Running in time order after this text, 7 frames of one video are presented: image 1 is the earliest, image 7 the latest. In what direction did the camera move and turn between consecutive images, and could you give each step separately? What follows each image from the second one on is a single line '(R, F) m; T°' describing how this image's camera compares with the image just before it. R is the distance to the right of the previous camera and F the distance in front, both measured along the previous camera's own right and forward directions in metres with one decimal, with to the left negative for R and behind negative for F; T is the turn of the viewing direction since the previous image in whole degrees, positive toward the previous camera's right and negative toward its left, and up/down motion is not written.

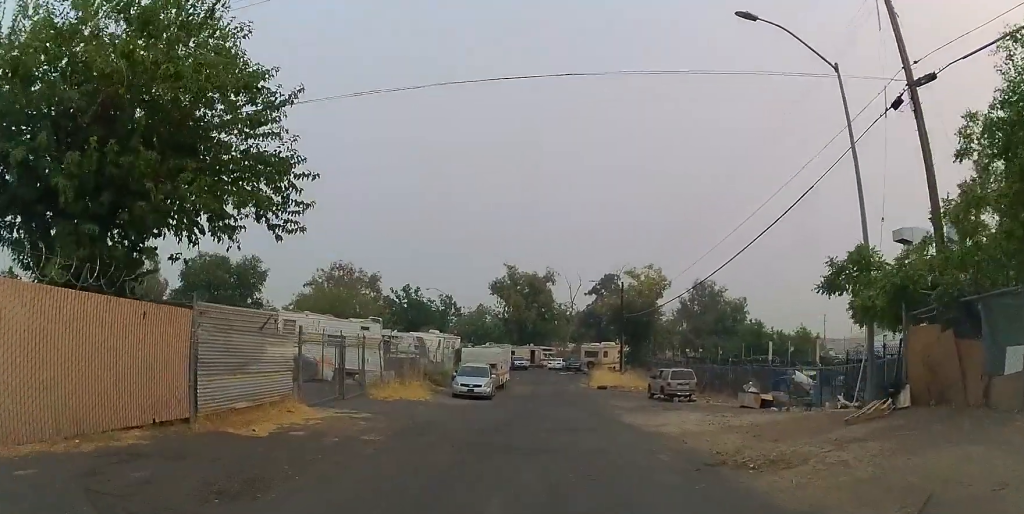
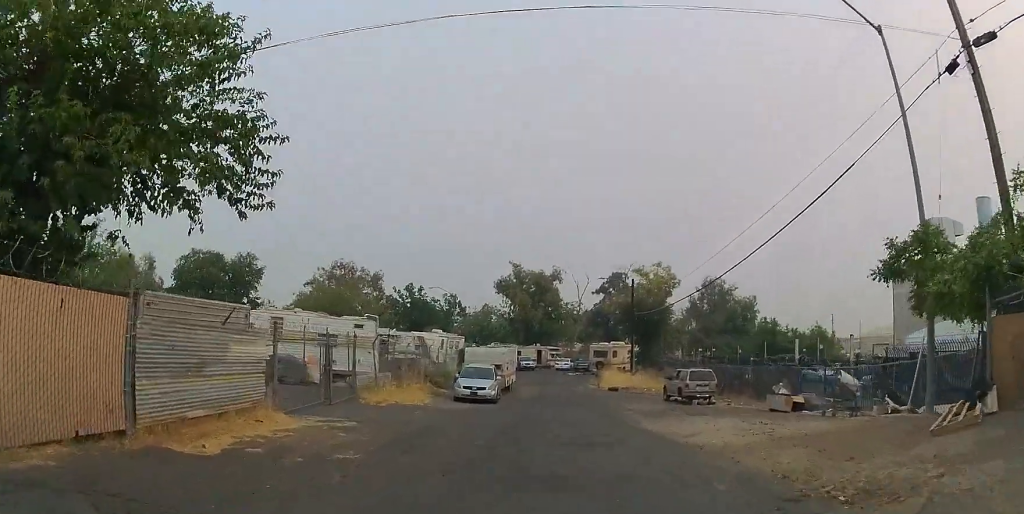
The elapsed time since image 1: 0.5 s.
(0.0, +2.2) m; 0°
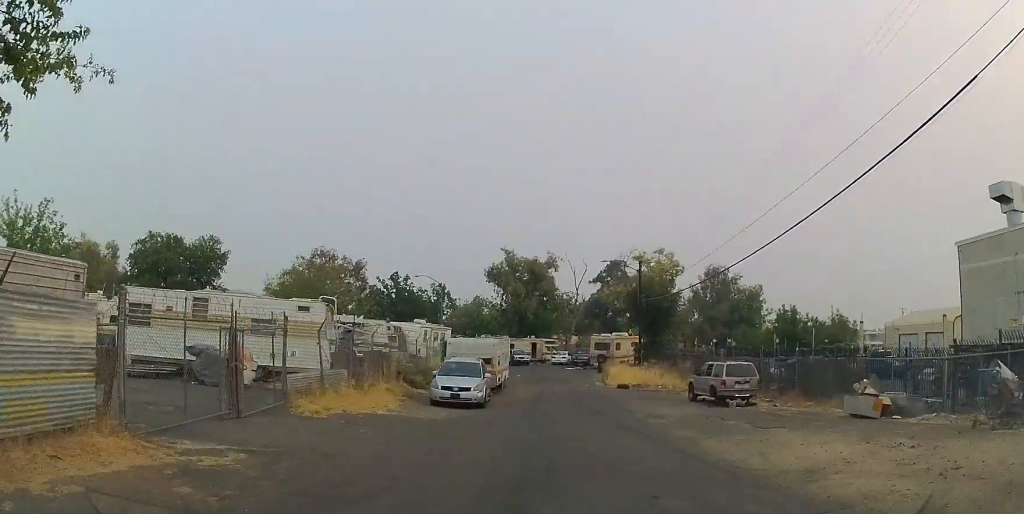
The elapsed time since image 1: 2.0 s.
(0.0, +5.9) m; 0°
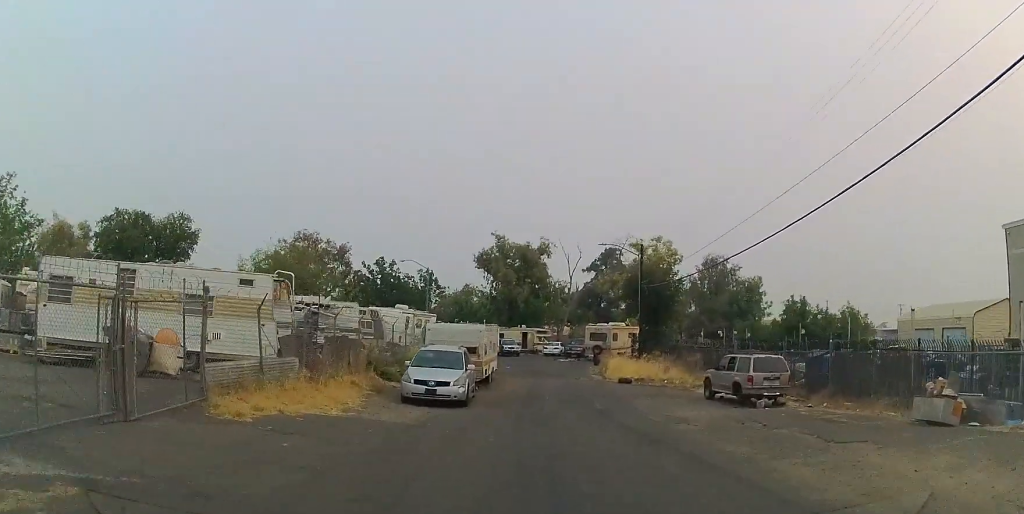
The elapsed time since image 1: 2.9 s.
(0.0, +3.6) m; +1°
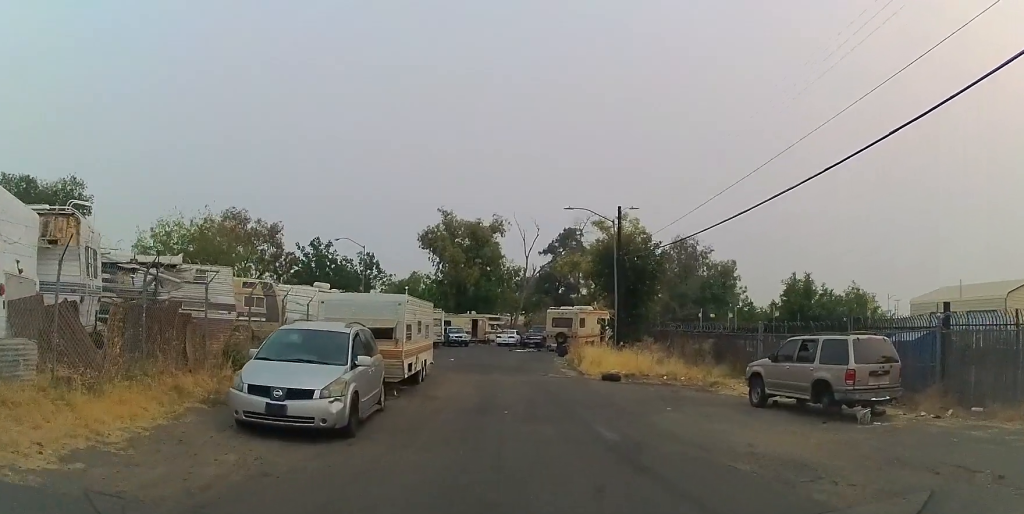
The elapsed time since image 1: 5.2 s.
(+0.4, +8.2) m; +5°
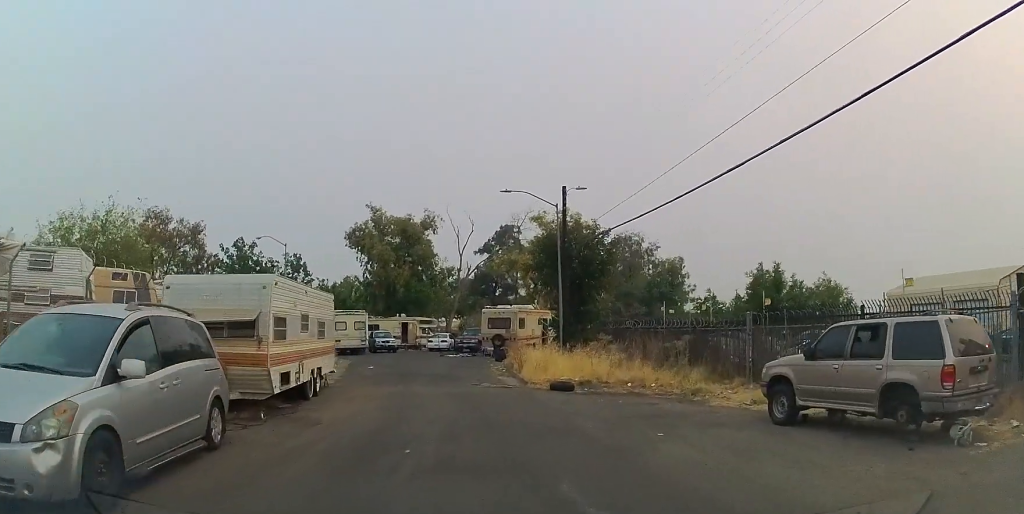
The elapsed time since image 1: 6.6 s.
(+0.2, +4.8) m; +4°
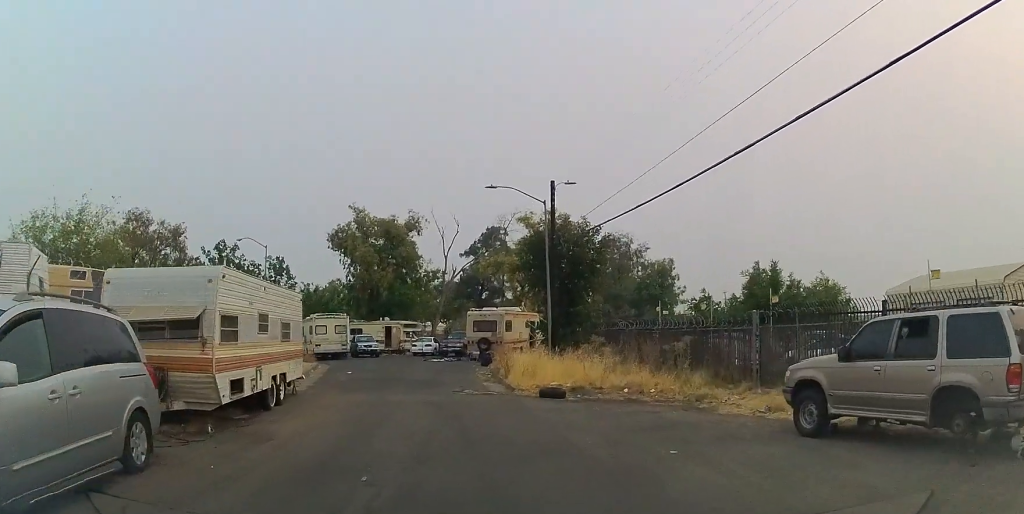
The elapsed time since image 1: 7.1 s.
(0.0, +1.5) m; +1°
